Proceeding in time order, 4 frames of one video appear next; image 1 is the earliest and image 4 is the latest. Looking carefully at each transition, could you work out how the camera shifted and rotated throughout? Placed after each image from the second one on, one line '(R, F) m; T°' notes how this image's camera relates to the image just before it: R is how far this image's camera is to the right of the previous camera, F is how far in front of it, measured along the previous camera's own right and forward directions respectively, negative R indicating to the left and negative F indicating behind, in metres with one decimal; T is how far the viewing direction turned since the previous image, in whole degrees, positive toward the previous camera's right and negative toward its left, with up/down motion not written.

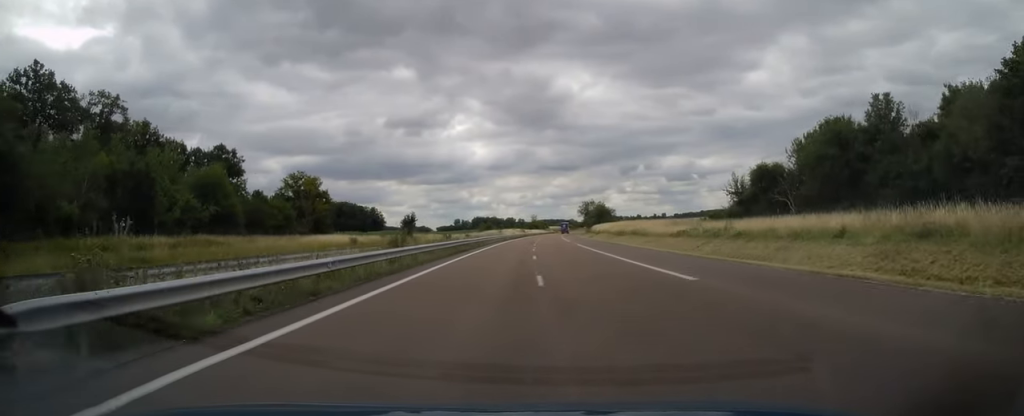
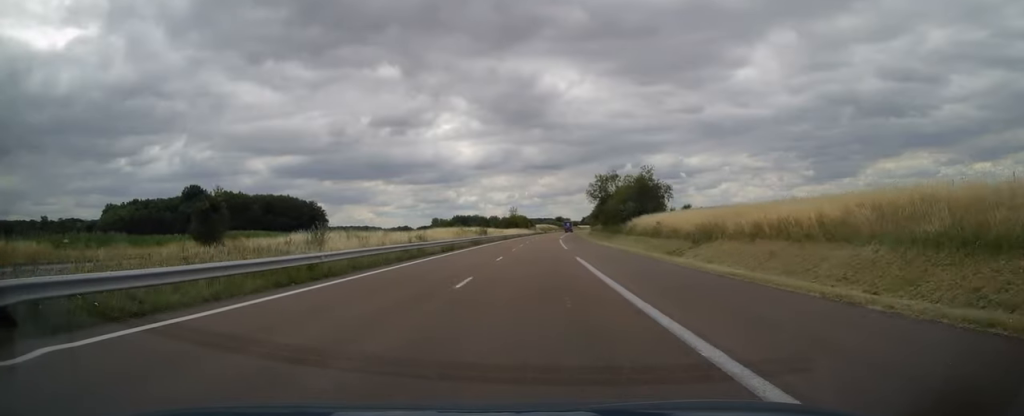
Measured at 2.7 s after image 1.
(+1.3, +78.9) m; +1°
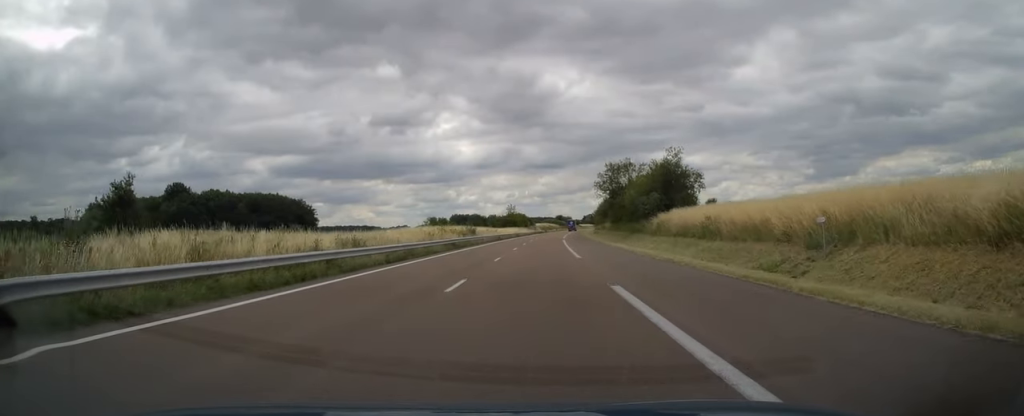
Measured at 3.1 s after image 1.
(0.0, +14.4) m; 0°
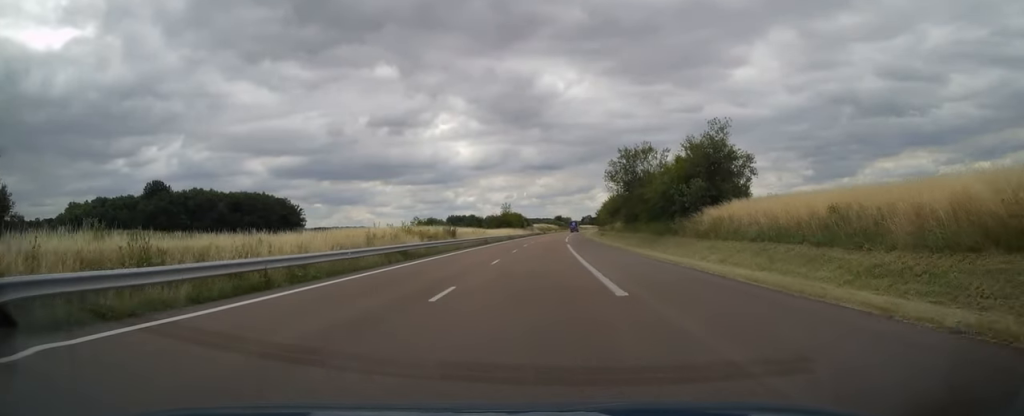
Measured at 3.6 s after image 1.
(0.0, +14.8) m; 0°
